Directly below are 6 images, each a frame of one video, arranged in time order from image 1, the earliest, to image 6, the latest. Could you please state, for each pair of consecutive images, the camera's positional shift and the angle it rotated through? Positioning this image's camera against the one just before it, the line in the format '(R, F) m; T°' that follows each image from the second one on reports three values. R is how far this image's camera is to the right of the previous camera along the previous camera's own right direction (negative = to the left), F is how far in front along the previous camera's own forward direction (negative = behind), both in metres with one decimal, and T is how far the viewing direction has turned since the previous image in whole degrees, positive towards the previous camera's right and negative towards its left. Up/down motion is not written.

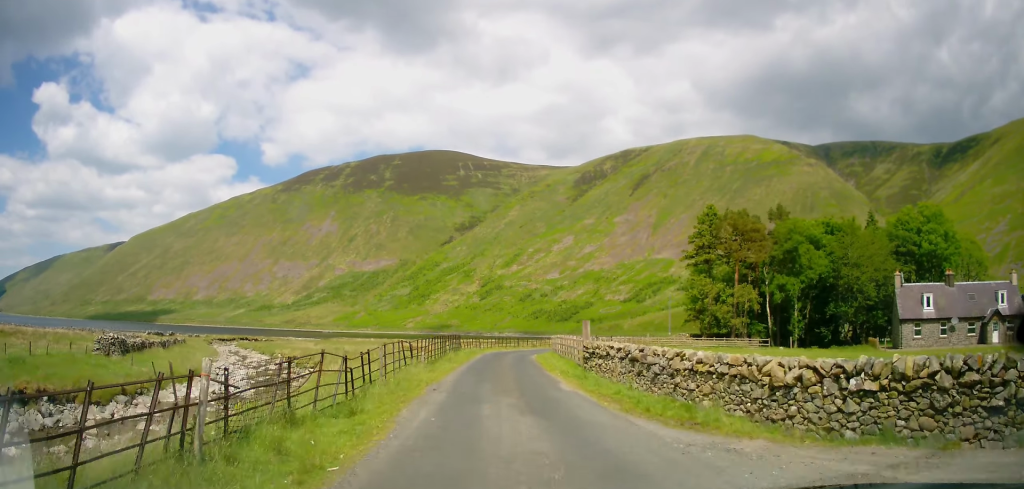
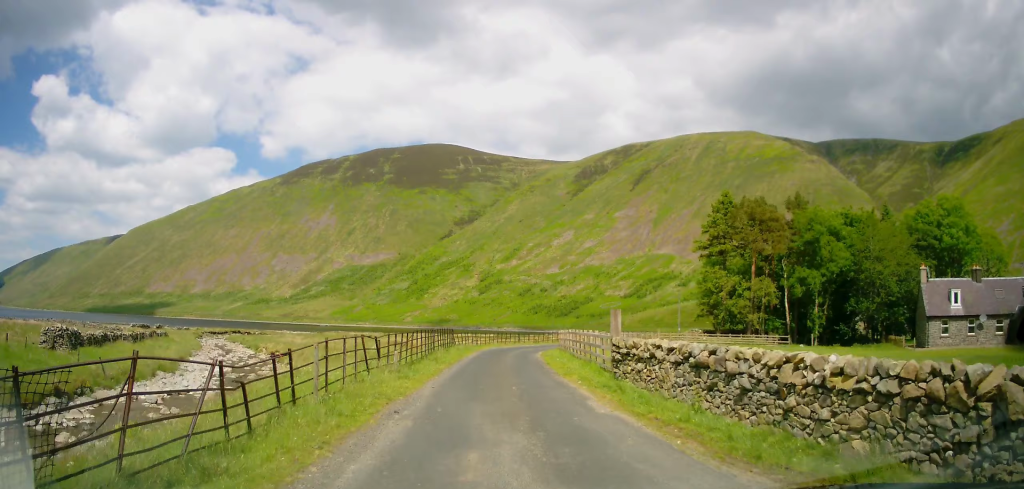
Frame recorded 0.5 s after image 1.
(-0.1, +4.8) m; -1°
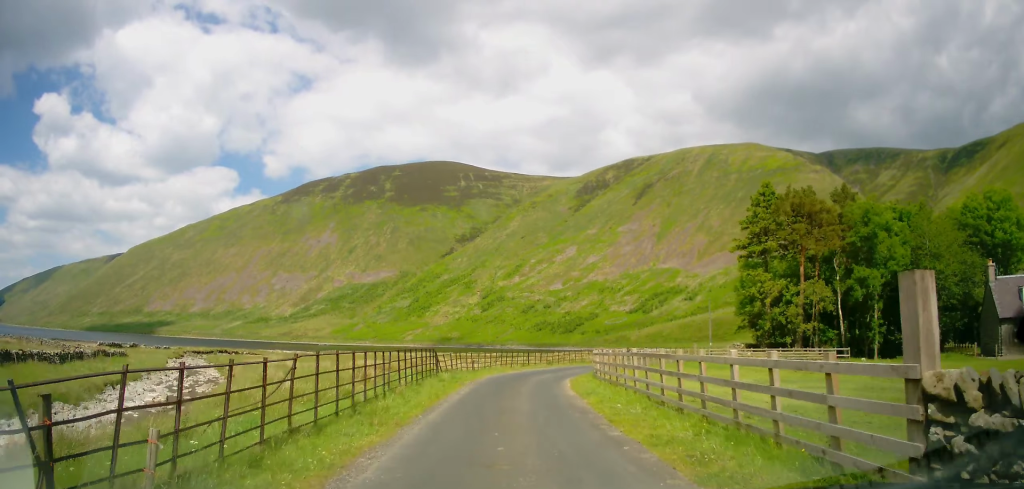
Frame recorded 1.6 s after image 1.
(-0.1, +10.2) m; 0°
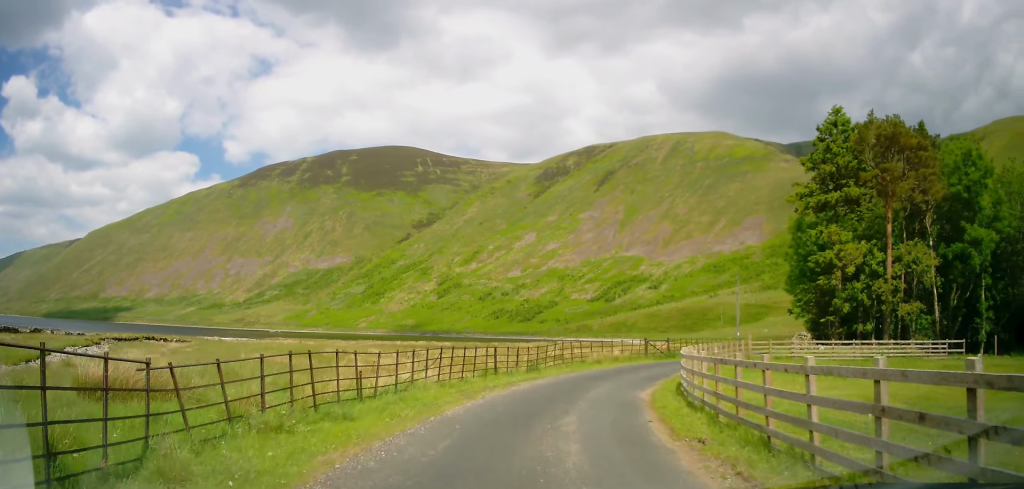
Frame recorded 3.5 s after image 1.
(+0.4, +18.2) m; +8°
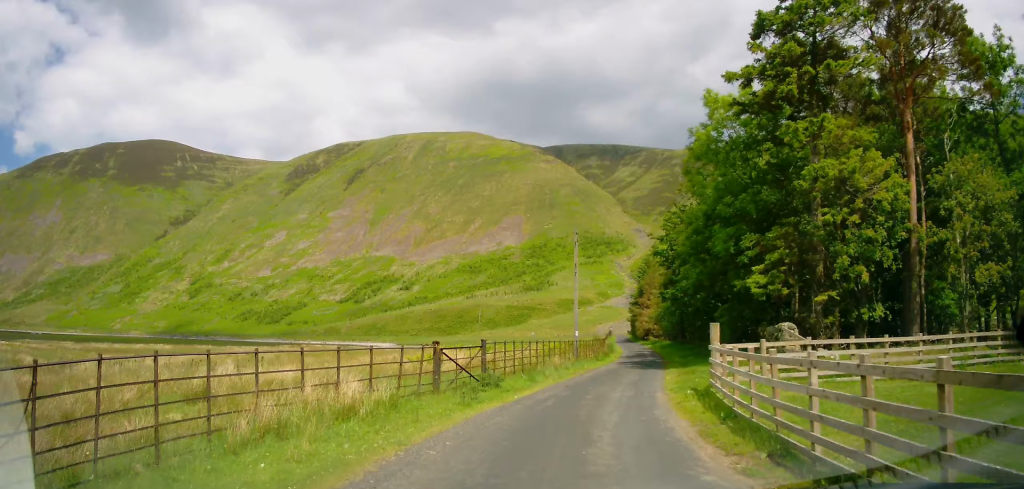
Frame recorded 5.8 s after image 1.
(+6.6, +21.3) m; +30°
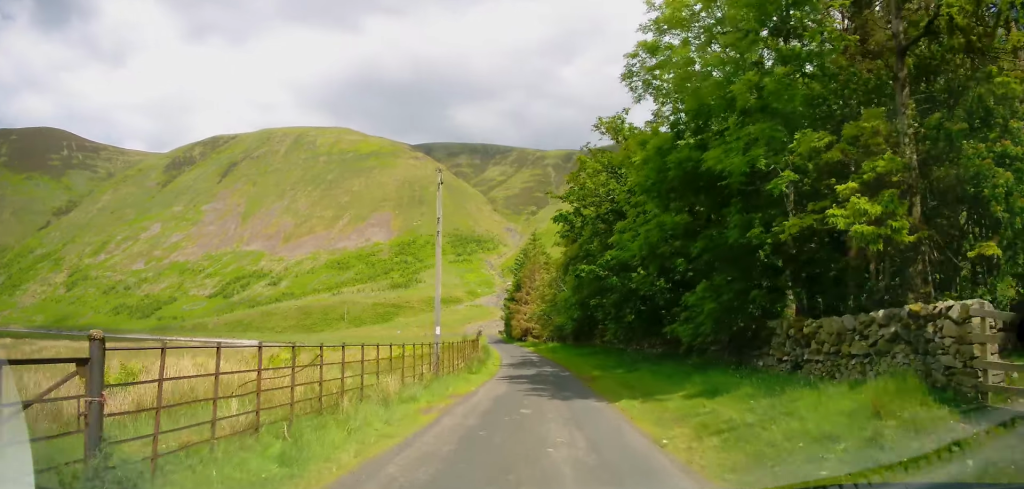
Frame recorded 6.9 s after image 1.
(0.0, +11.3) m; 0°
